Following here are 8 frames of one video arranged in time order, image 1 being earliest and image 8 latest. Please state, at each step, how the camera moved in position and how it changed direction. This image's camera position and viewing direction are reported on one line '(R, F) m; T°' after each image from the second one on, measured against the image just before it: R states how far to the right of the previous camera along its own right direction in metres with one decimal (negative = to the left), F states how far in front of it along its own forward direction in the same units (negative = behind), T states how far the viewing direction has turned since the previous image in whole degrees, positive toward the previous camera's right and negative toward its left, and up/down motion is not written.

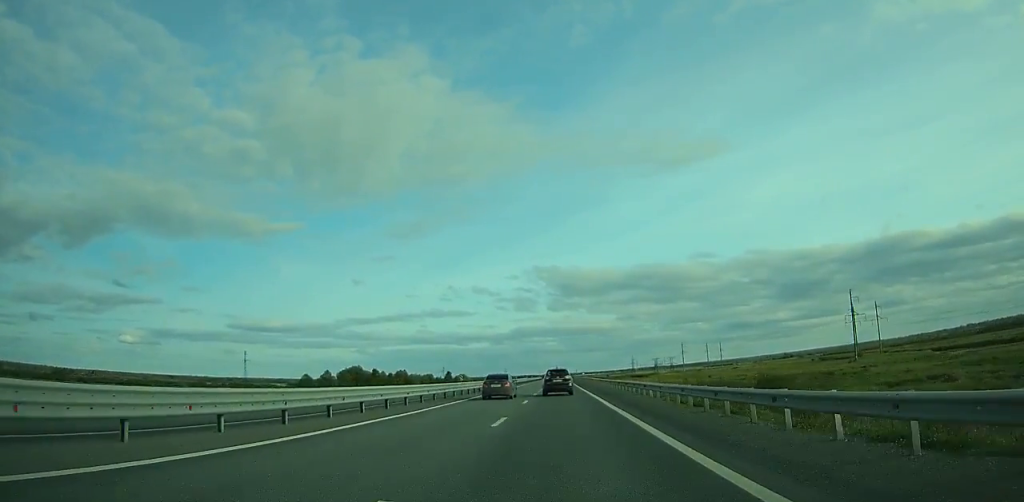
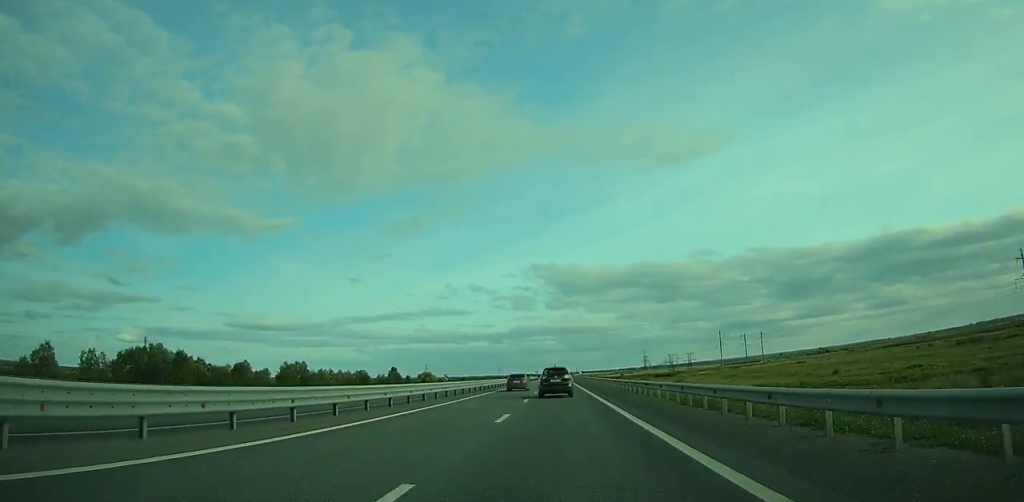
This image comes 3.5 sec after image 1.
(+0.3, +106.2) m; 0°
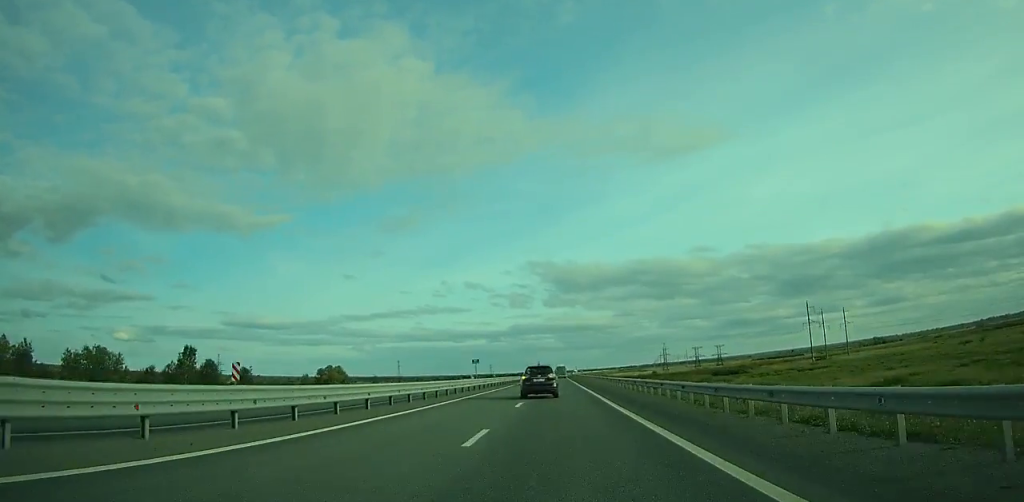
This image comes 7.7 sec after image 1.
(+0.1, +127.0) m; 0°
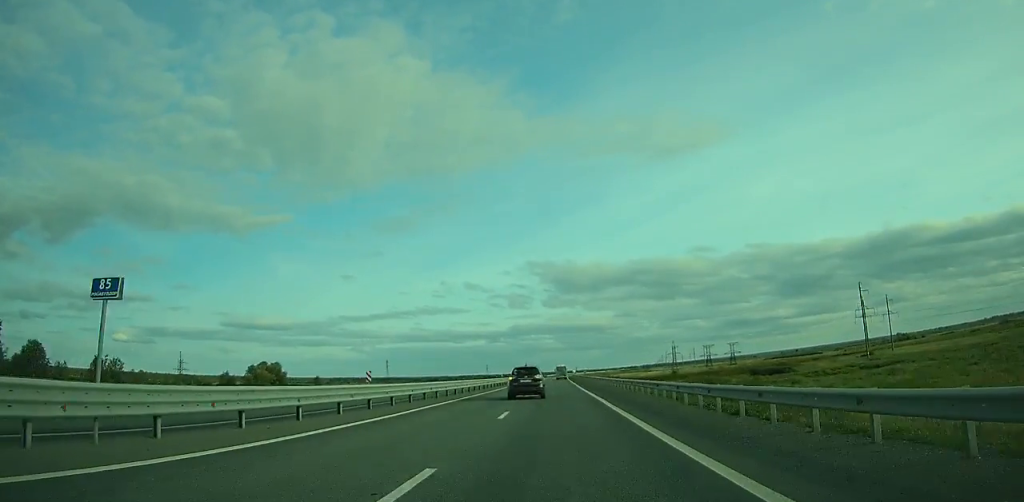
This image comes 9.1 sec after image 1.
(0.0, +42.1) m; 0°
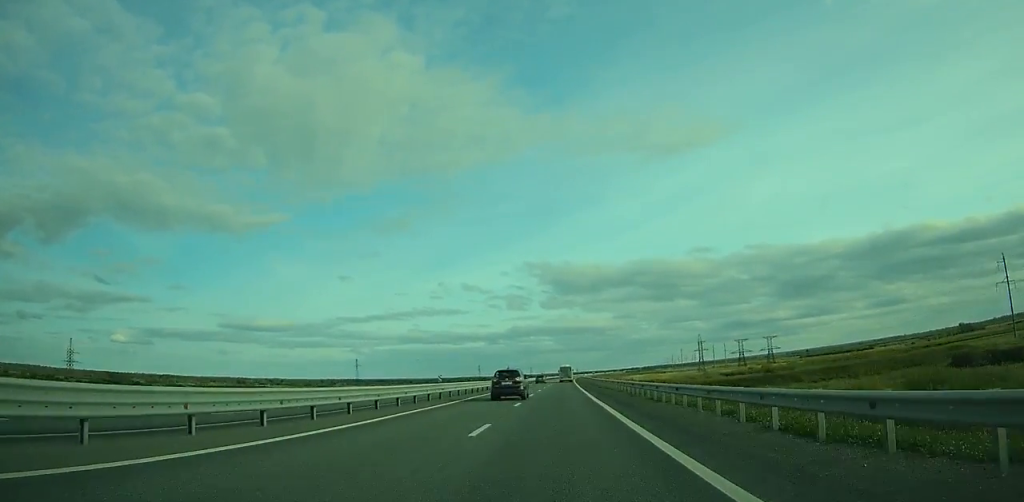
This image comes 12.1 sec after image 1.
(+0.1, +90.0) m; 0°
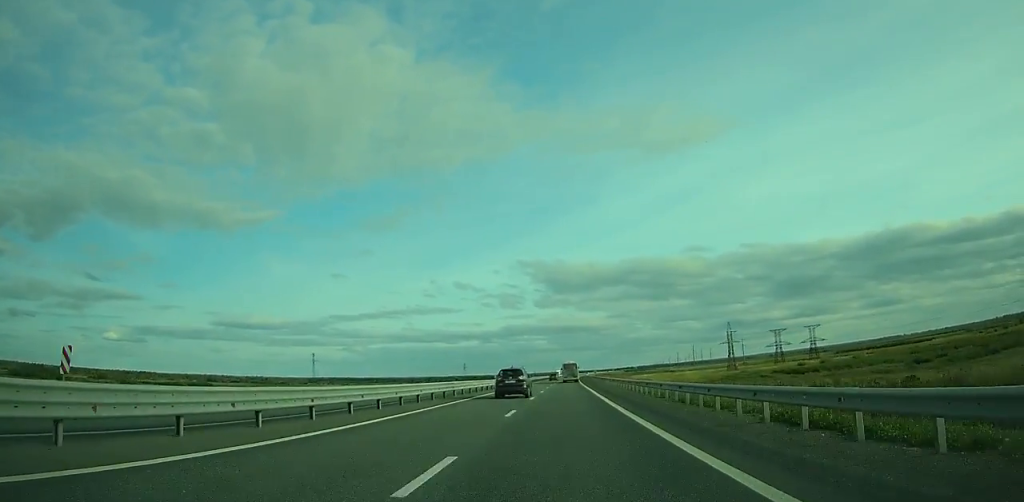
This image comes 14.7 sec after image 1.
(0.0, +78.1) m; 0°
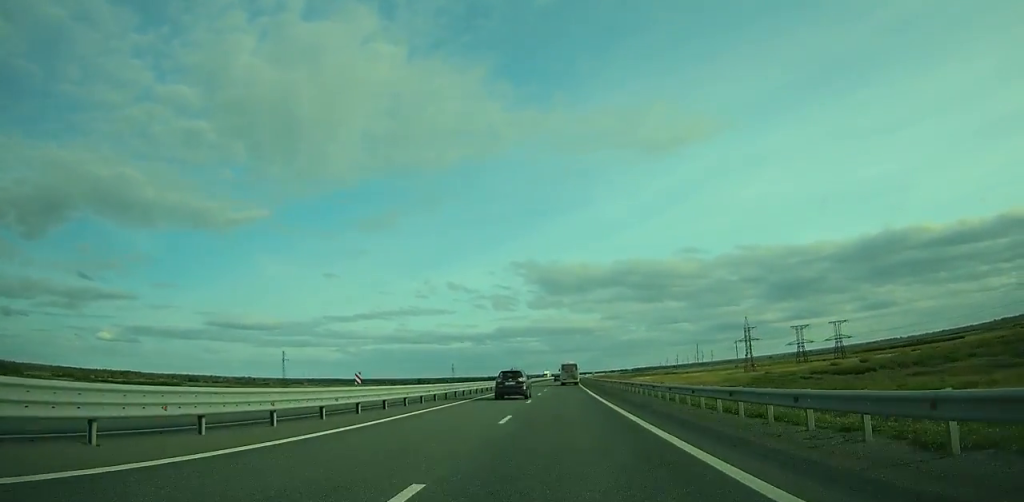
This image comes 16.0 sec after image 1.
(+0.3, +39.4) m; 0°
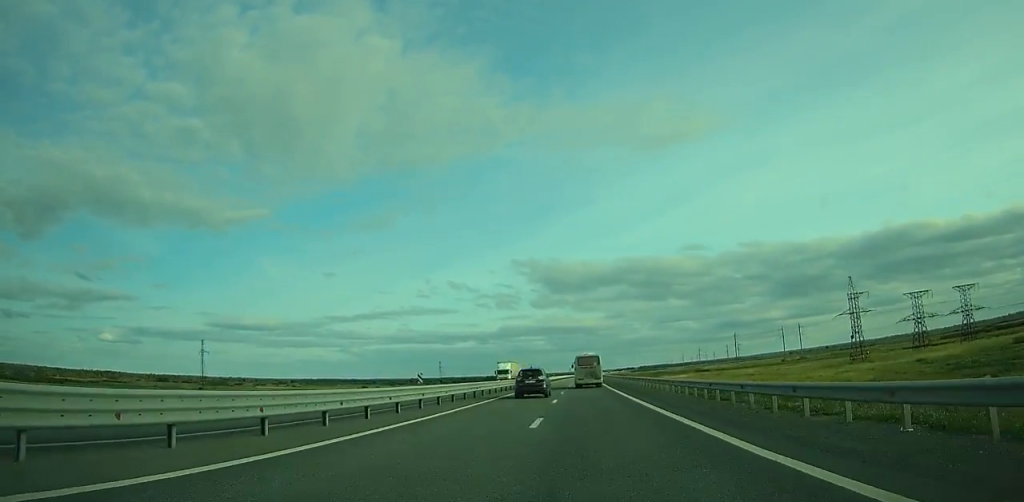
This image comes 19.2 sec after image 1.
(+0.6, +97.2) m; +1°
